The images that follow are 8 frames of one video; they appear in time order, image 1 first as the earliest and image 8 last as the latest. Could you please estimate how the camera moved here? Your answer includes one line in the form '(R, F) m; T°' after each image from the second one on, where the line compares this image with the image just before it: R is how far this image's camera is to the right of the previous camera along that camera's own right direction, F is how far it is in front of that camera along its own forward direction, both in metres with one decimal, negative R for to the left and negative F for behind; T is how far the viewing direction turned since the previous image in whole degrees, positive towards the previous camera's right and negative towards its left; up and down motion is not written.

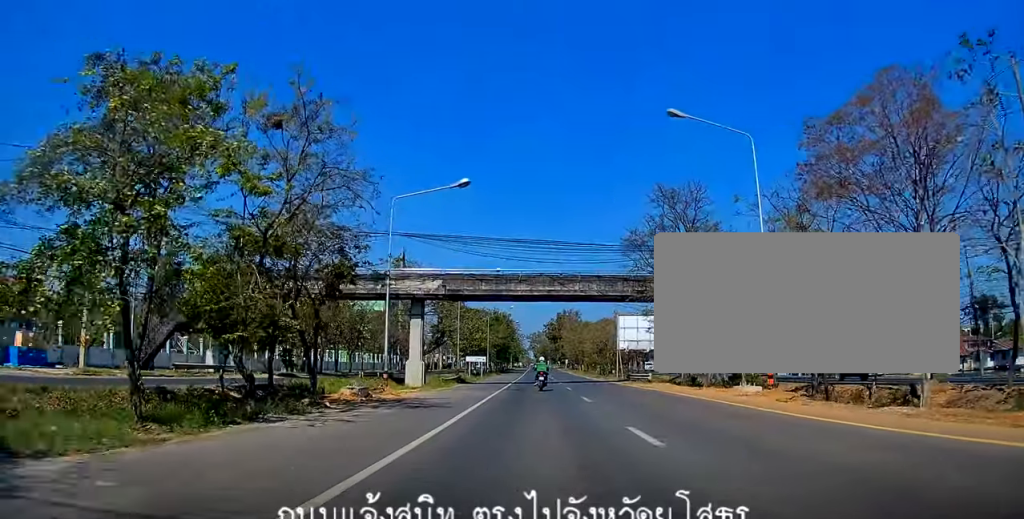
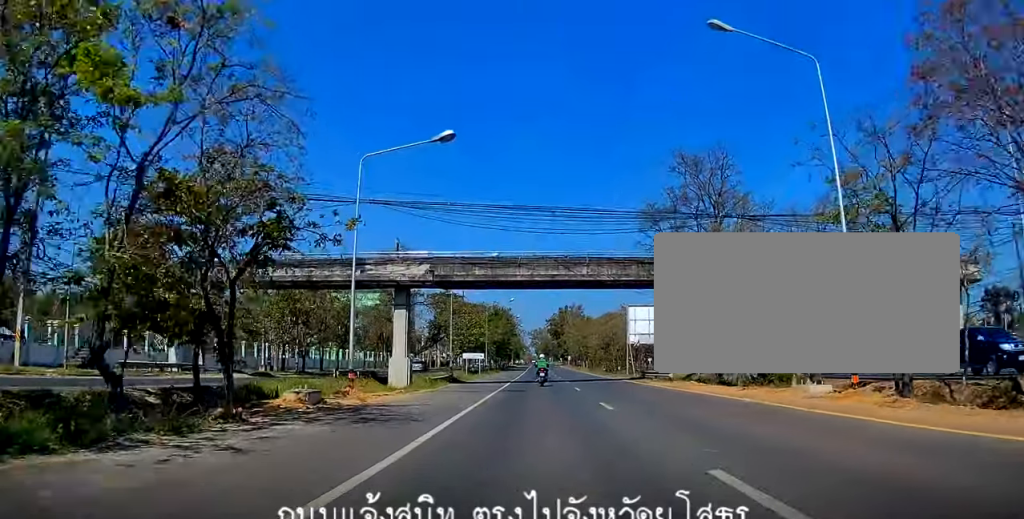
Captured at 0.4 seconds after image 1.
(+0.1, +6.4) m; +3°
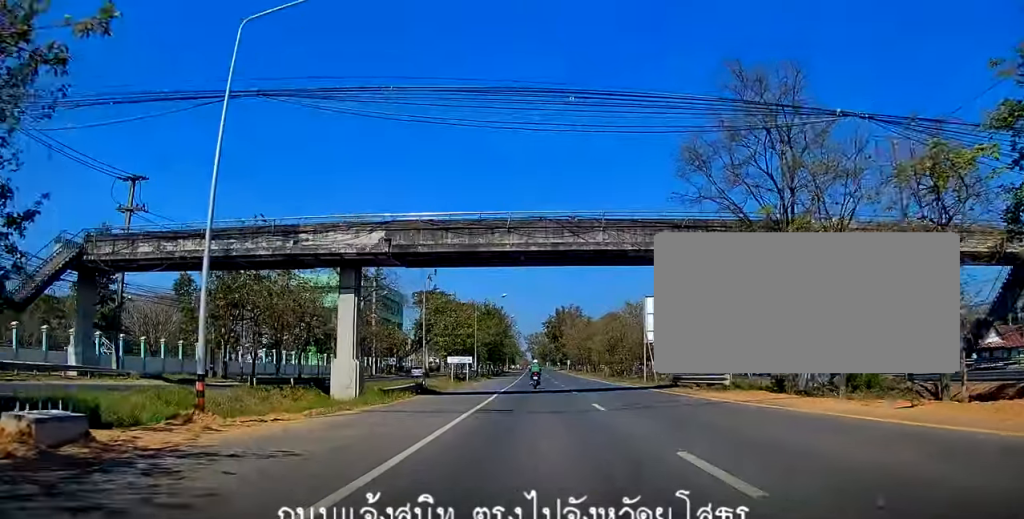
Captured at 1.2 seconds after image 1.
(+0.6, +11.3) m; +2°
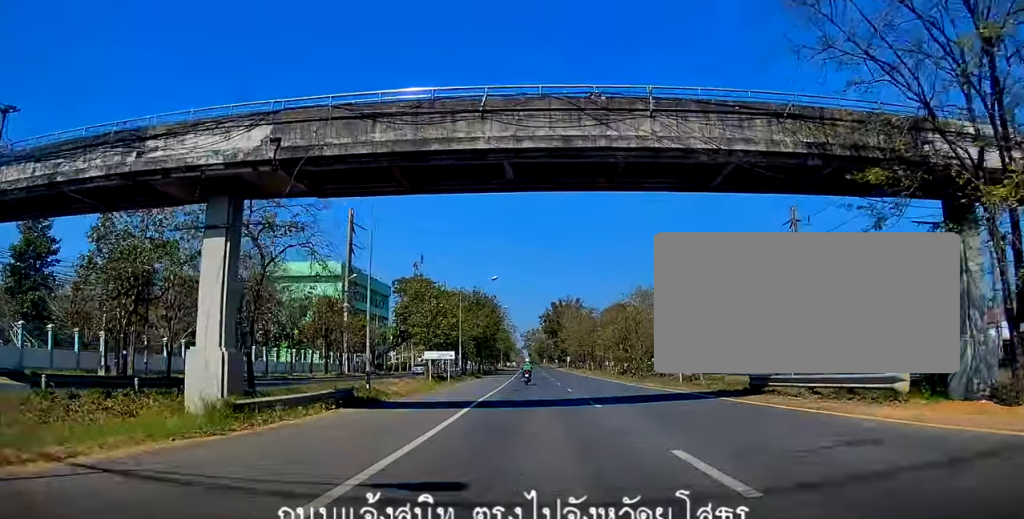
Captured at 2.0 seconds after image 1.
(-0.1, +12.4) m; 0°
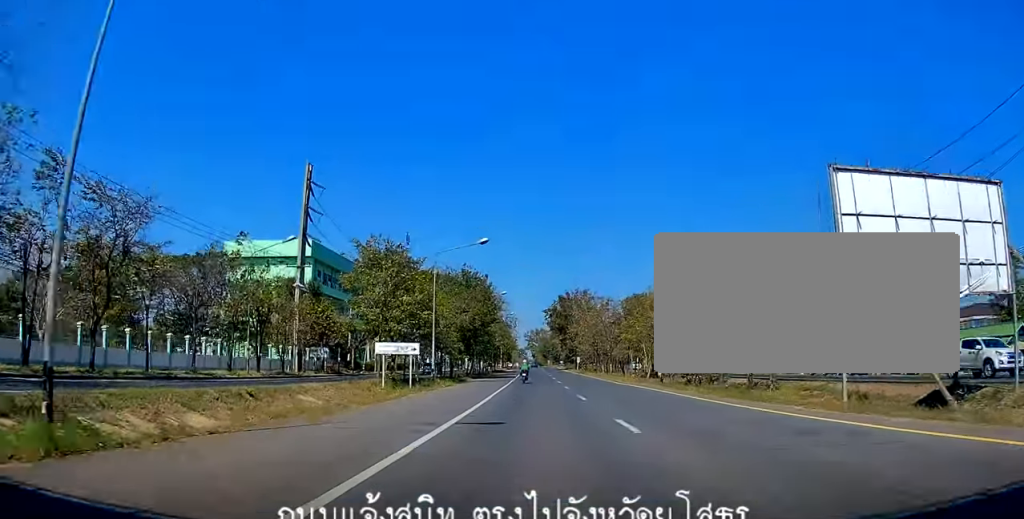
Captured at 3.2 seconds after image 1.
(+0.2, +18.6) m; -1°
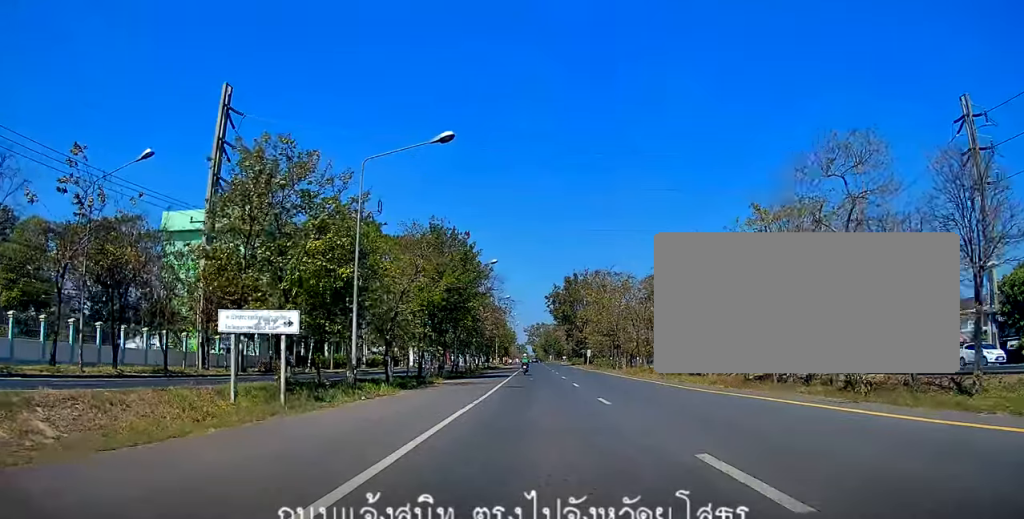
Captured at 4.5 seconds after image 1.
(-0.6, +19.4) m; -2°
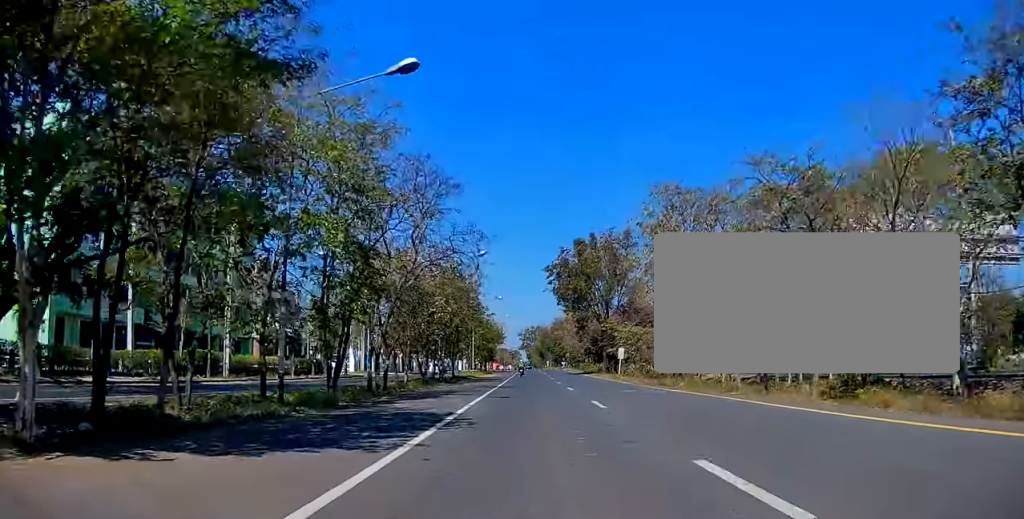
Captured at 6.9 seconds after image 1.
(0.0, +37.4) m; 0°
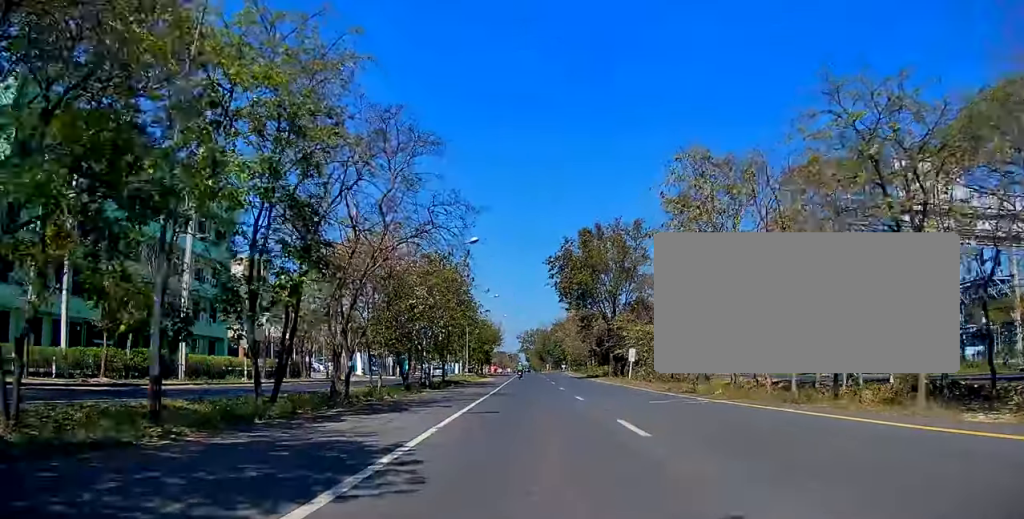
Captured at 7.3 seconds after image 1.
(0.0, +6.2) m; 0°
